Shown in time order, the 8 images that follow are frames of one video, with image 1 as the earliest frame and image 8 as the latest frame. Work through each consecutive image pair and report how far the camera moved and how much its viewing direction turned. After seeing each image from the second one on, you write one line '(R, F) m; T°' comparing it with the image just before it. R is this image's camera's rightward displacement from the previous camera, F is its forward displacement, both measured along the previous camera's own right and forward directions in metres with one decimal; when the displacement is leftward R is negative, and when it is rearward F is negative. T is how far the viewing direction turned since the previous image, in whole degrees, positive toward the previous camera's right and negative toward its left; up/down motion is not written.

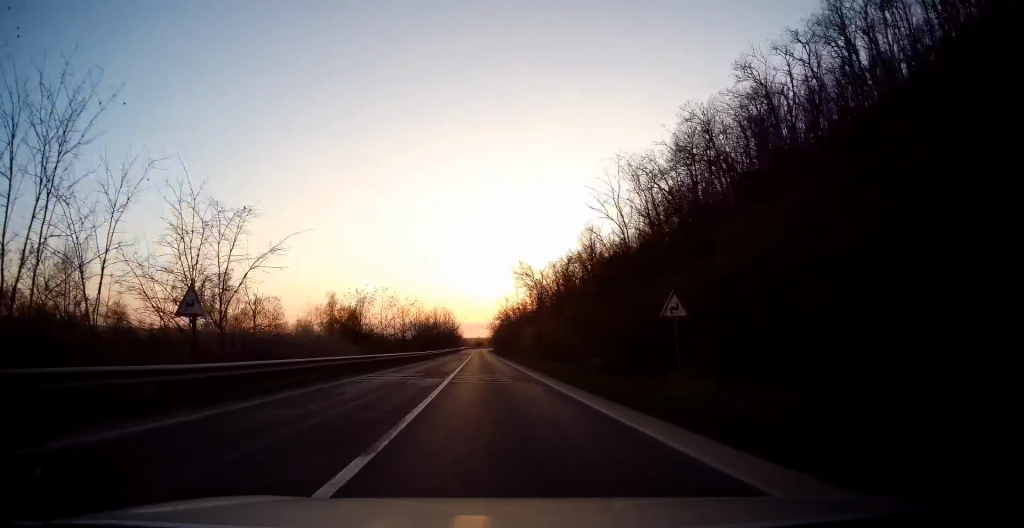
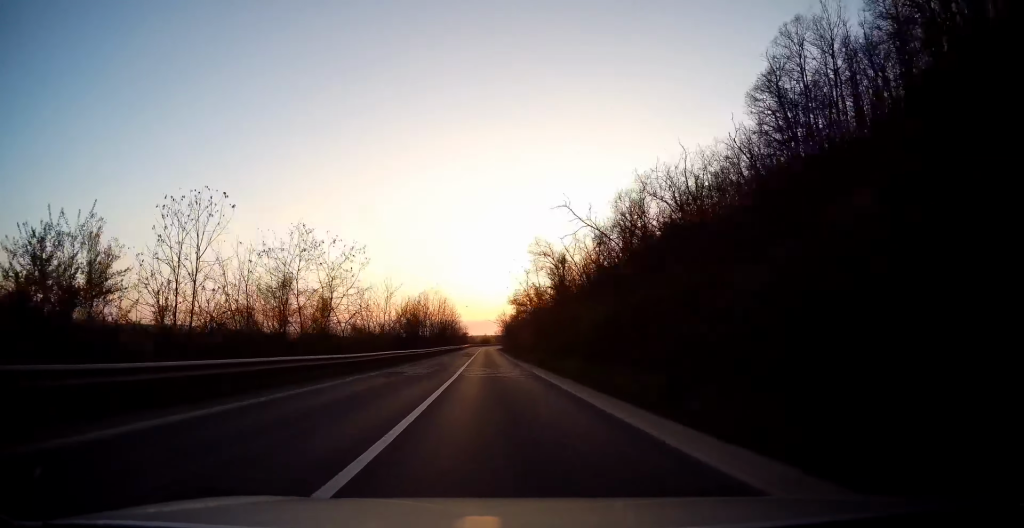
(-0.2, +28.0) m; 0°
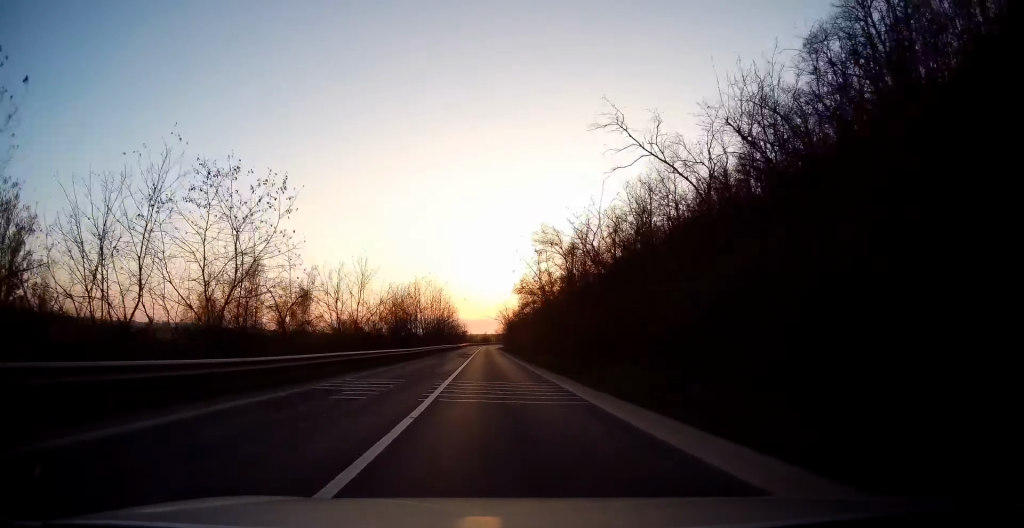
(+0.2, +10.8) m; 0°
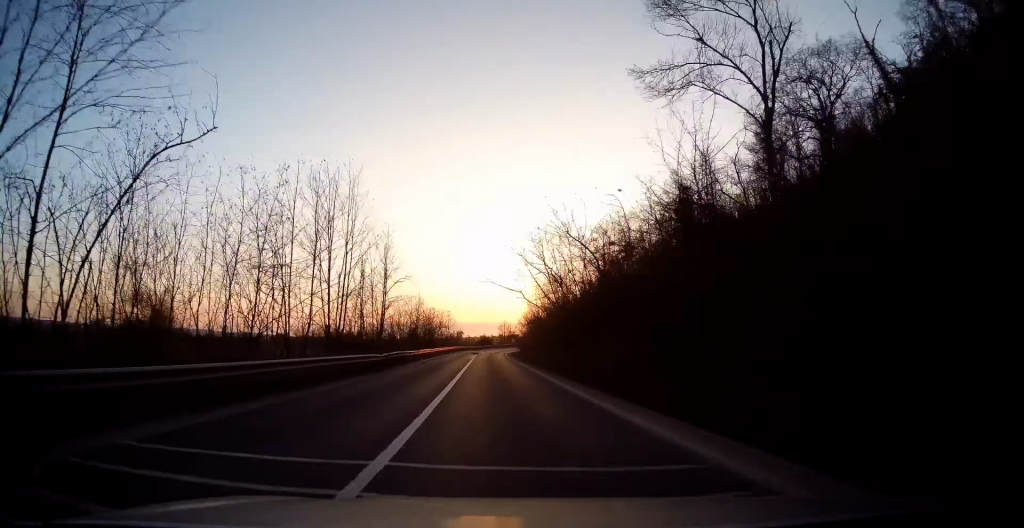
(-0.6, +74.7) m; 0°
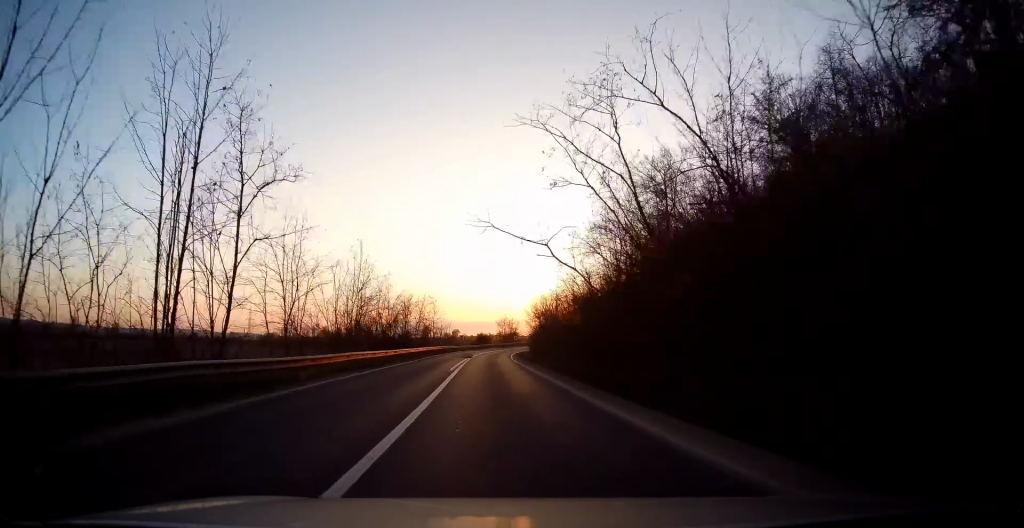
(0.0, +24.3) m; 0°
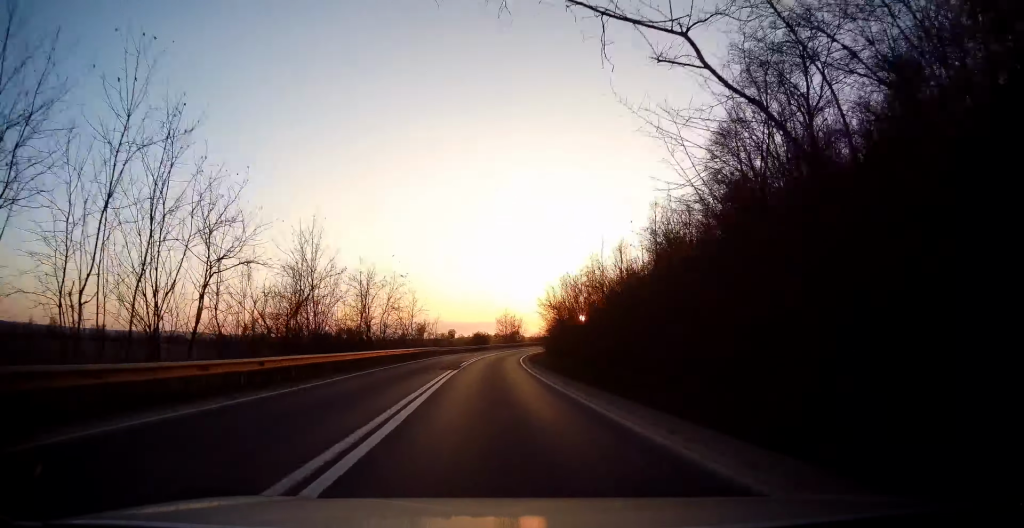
(-0.1, +20.5) m; 0°
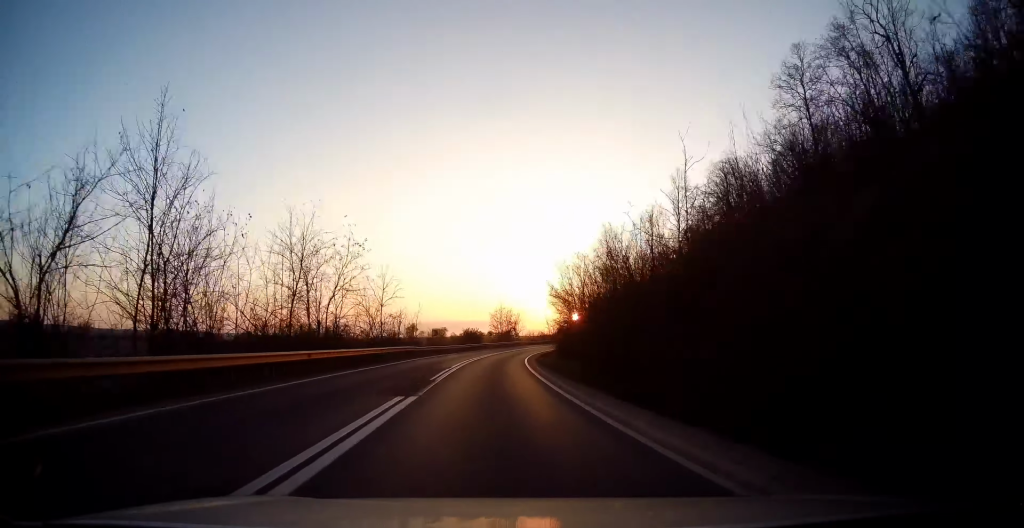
(+0.3, +13.5) m; +1°
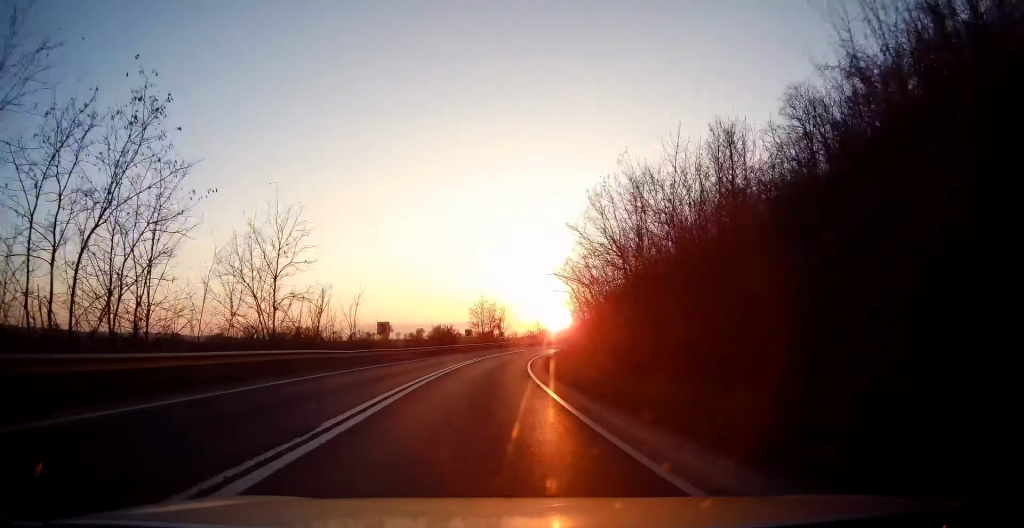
(0.0, +19.4) m; 0°
